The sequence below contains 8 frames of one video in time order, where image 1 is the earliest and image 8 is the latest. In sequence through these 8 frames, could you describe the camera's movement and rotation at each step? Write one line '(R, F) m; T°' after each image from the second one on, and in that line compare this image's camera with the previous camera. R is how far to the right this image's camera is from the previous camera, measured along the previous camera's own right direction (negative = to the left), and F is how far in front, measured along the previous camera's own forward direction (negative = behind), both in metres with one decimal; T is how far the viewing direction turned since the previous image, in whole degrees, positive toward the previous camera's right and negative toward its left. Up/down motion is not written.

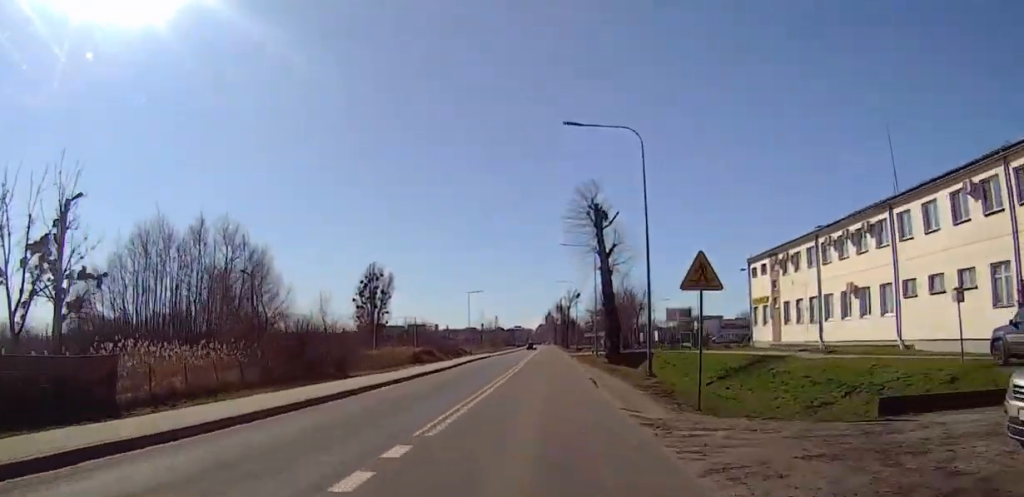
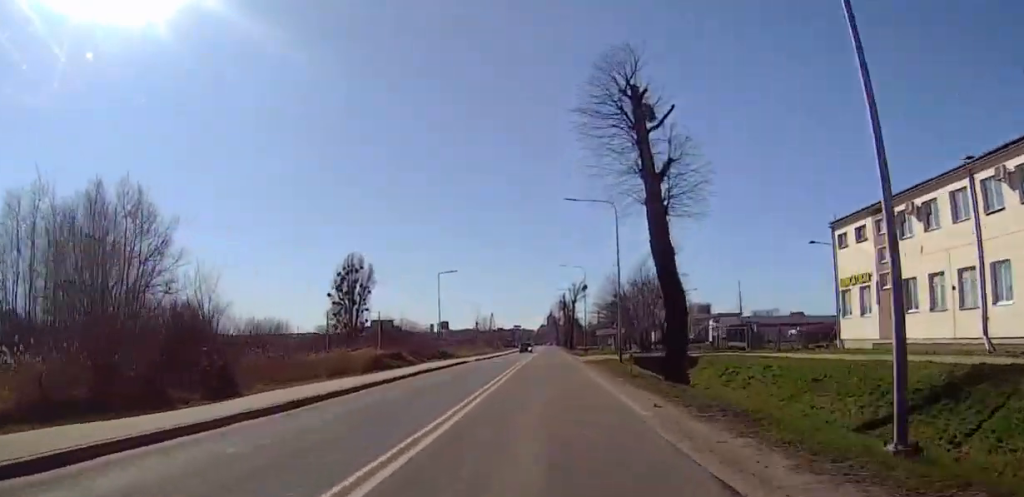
(-0.2, +20.9) m; 0°
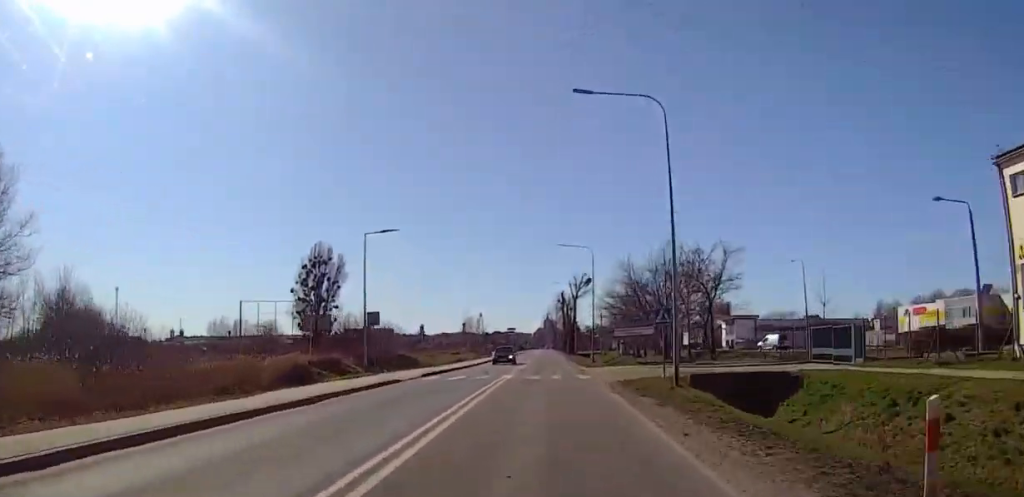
(+0.3, +14.5) m; +1°
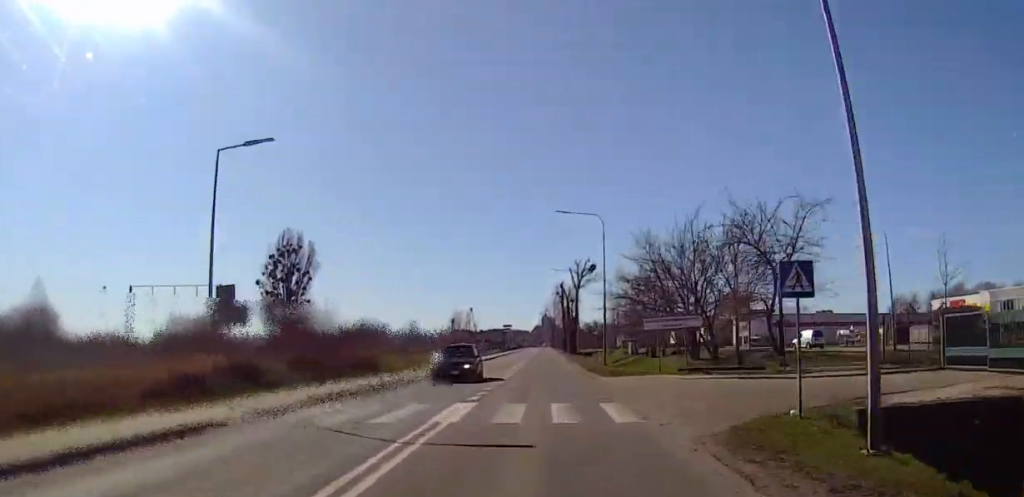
(0.0, +12.9) m; 0°
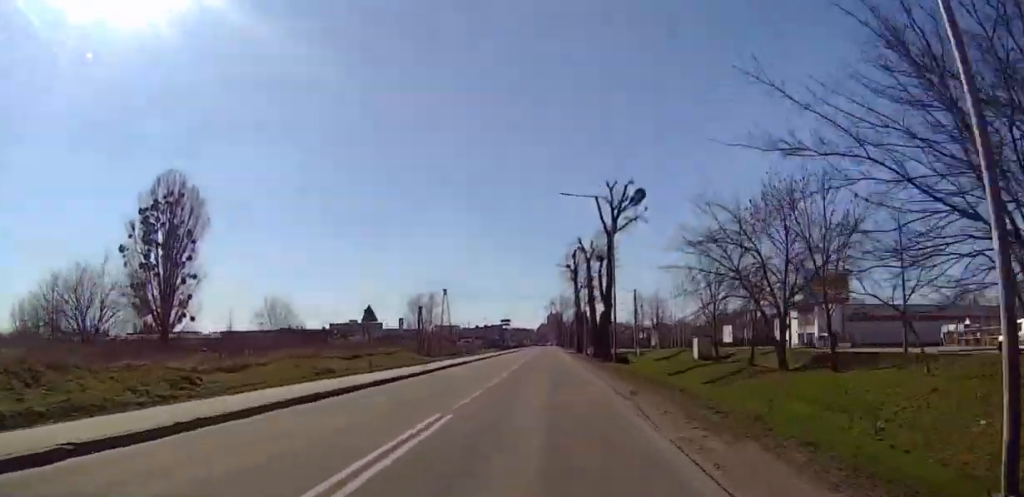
(0.0, +41.5) m; +1°
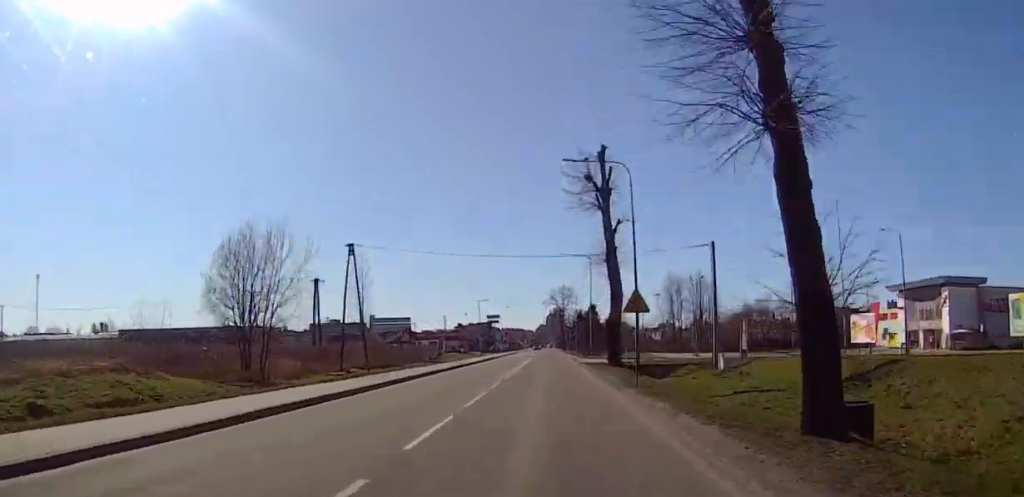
(+0.9, +49.5) m; +1°
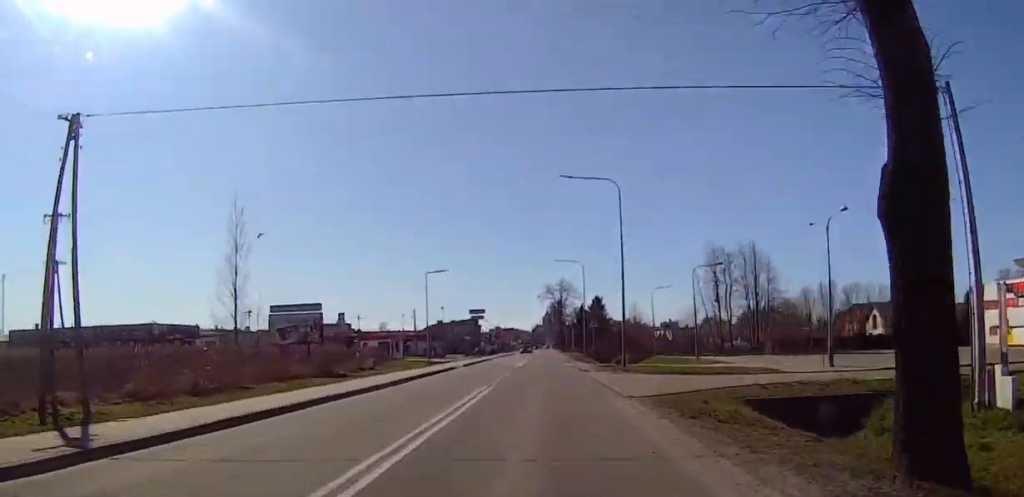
(-0.8, +34.8) m; -1°
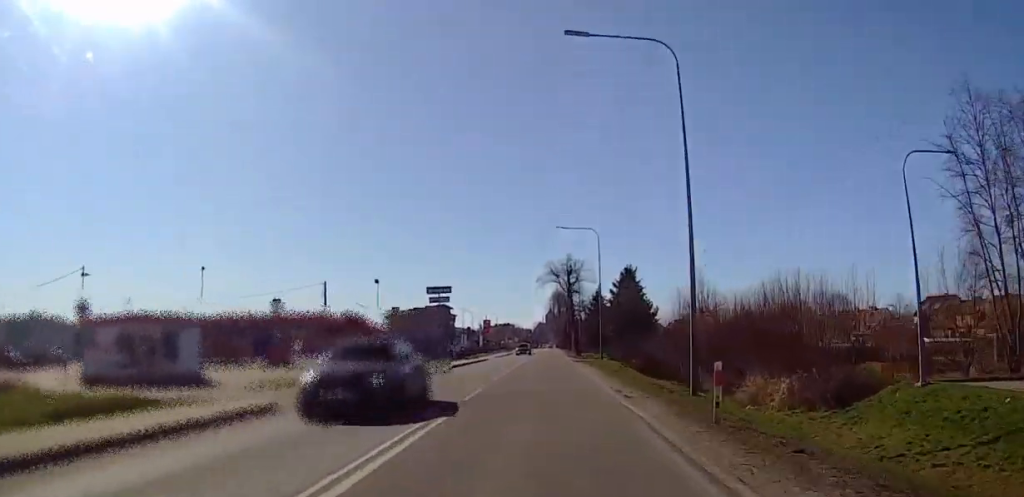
(0.0, +56.5) m; 0°
